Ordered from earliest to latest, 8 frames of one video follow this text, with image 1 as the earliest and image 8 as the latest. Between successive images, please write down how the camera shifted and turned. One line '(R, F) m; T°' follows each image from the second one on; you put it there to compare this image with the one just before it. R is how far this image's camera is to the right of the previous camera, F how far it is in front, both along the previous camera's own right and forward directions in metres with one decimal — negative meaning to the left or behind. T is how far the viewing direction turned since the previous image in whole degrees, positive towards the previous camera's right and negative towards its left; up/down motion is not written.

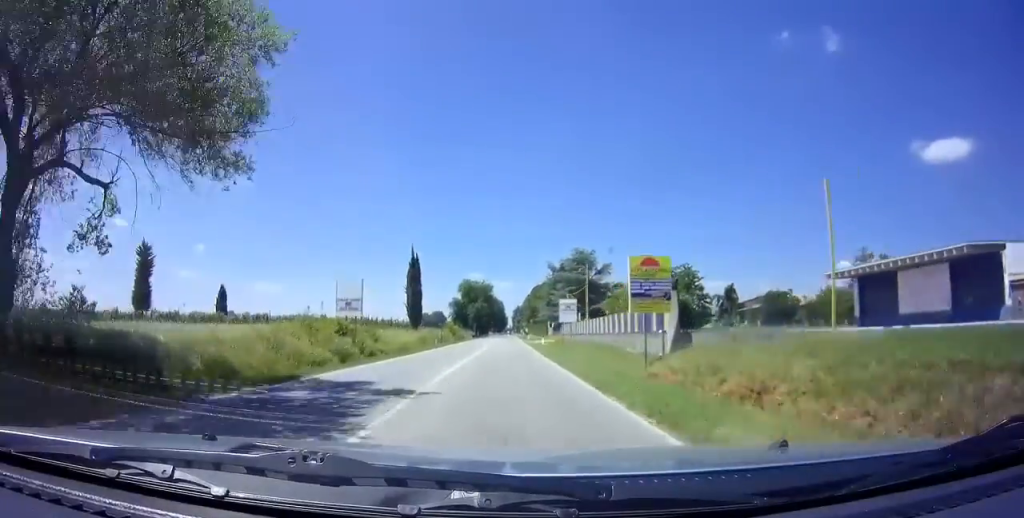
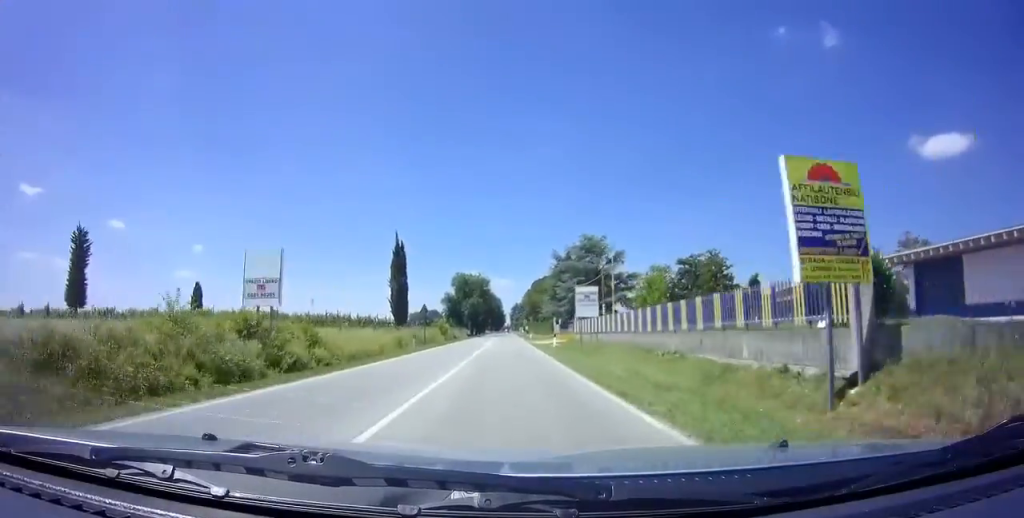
(+0.1, +10.3) m; 0°
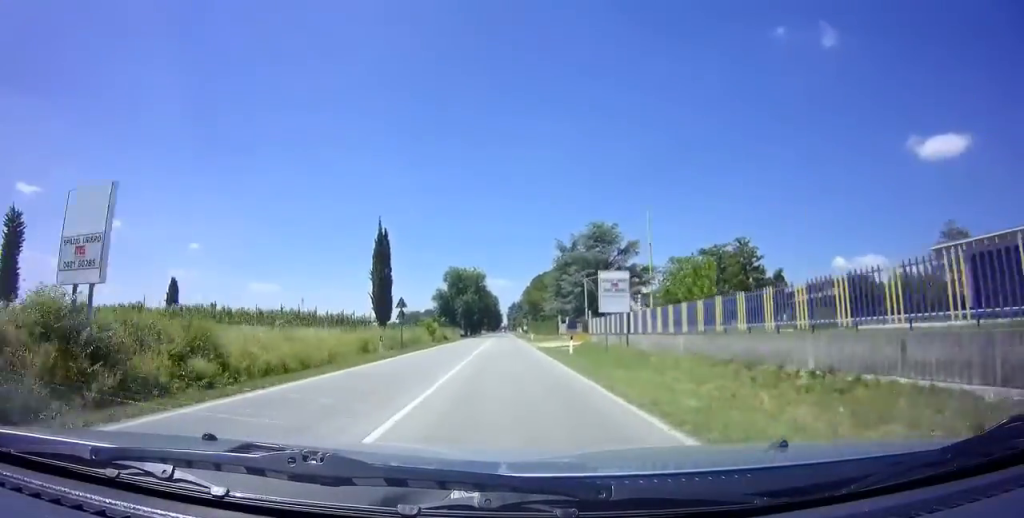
(0.0, +9.8) m; 0°
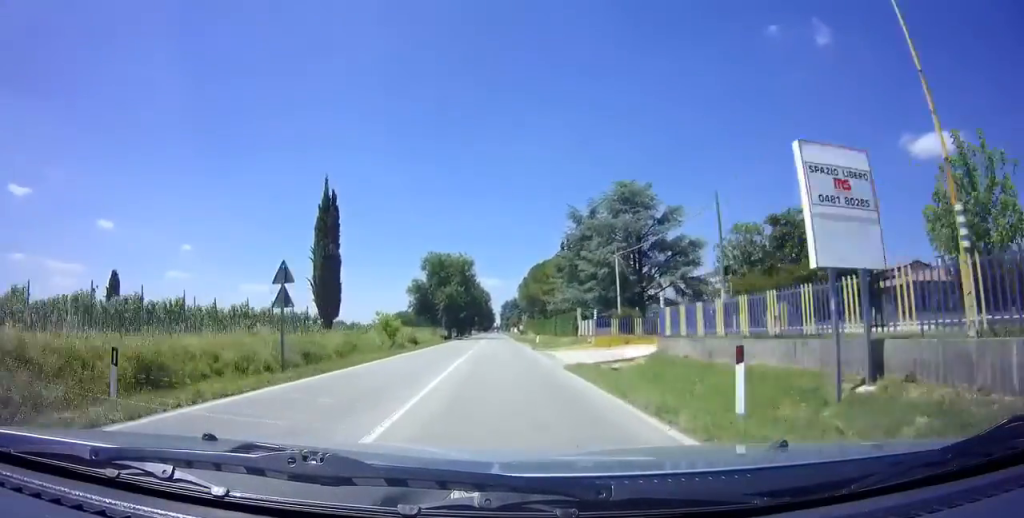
(-0.1, +19.2) m; 0°
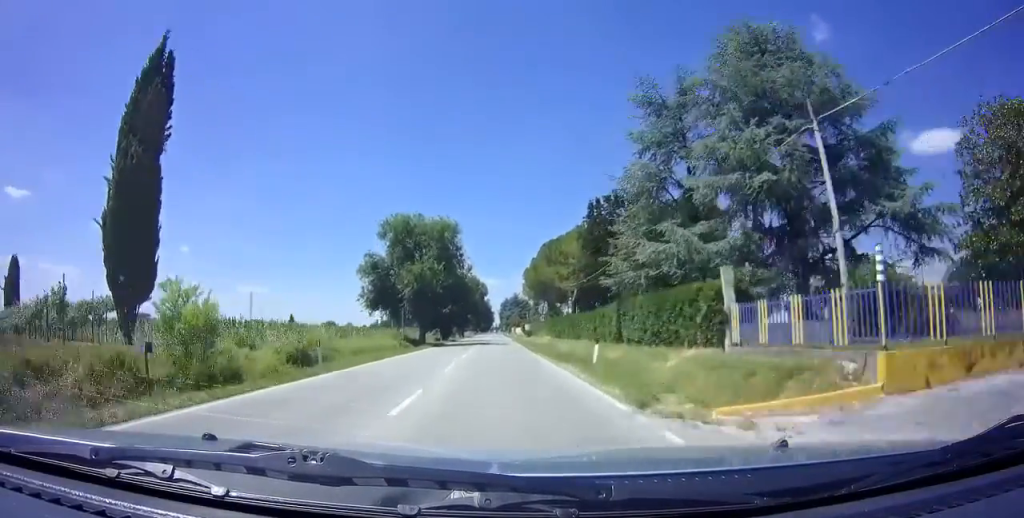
(+0.2, +25.6) m; +1°
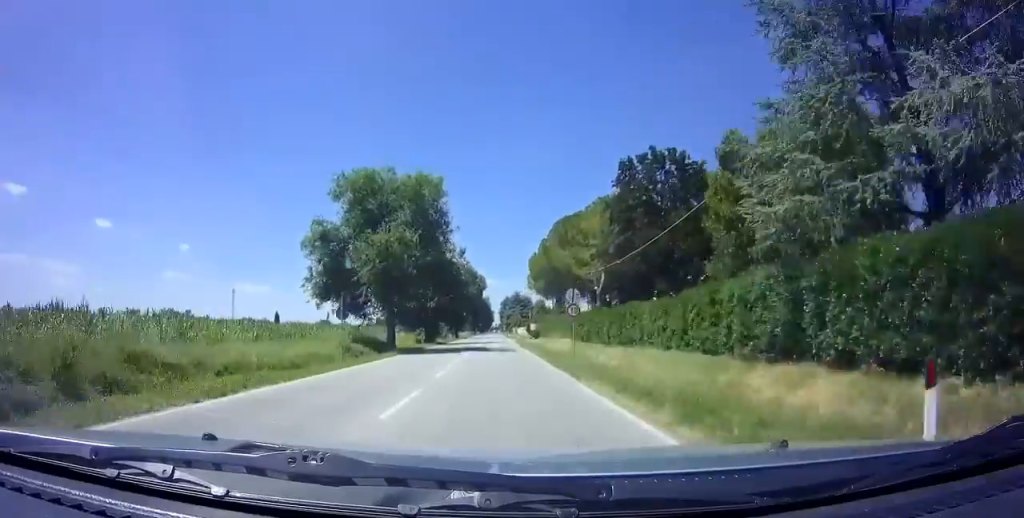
(0.0, +15.1) m; 0°
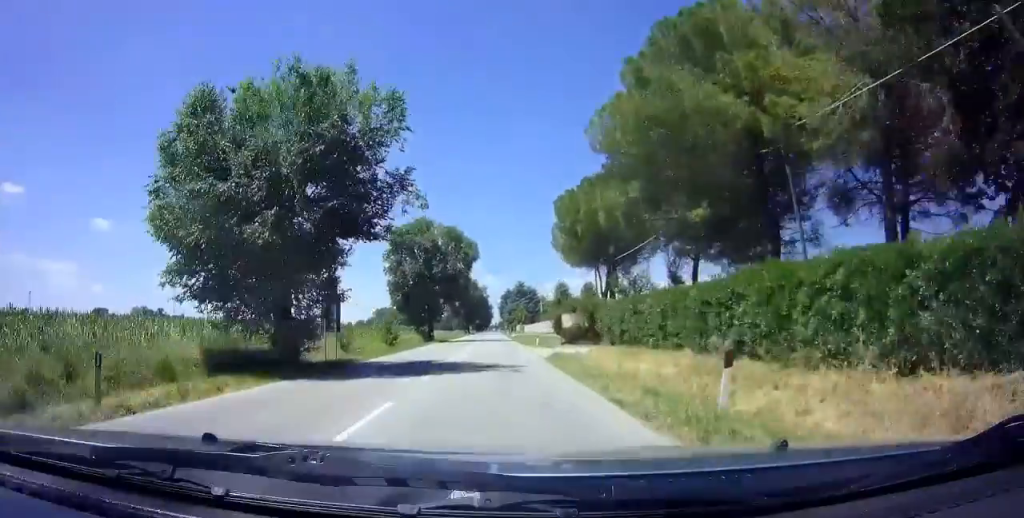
(-0.2, +37.5) m; -1°
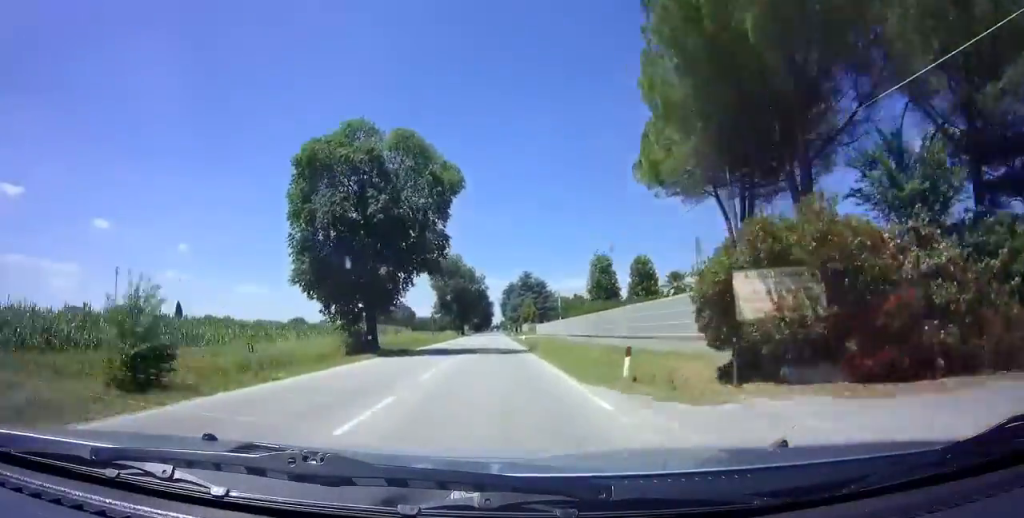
(-0.1, +26.7) m; 0°
